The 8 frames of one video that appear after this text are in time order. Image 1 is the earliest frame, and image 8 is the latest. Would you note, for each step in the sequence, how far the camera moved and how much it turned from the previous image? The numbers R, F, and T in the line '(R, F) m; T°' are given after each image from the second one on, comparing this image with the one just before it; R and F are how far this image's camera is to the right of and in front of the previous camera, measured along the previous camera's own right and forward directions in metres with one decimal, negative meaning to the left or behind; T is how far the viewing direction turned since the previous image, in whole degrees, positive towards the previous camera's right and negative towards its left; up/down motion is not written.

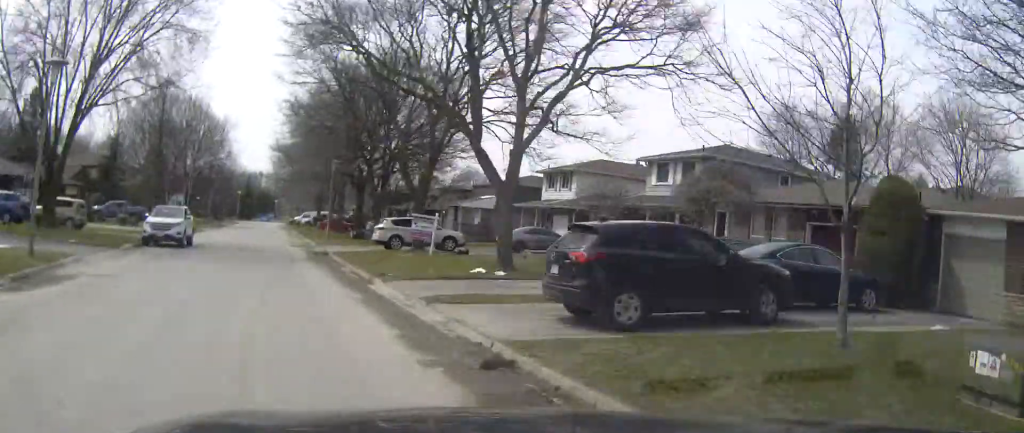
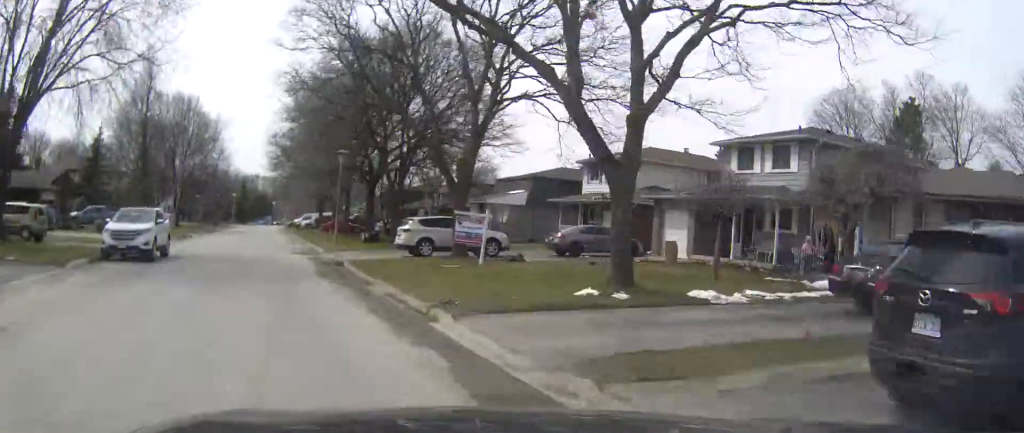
(0.0, +7.4) m; 0°
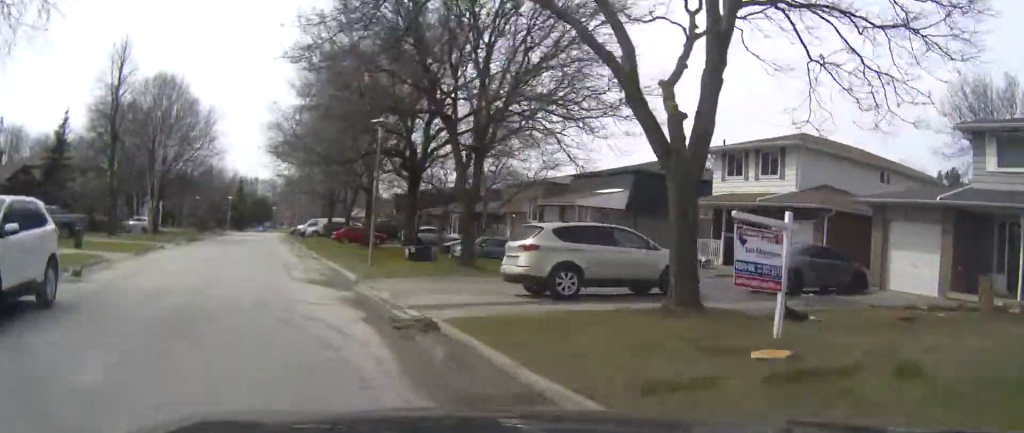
(+0.2, +14.2) m; 0°
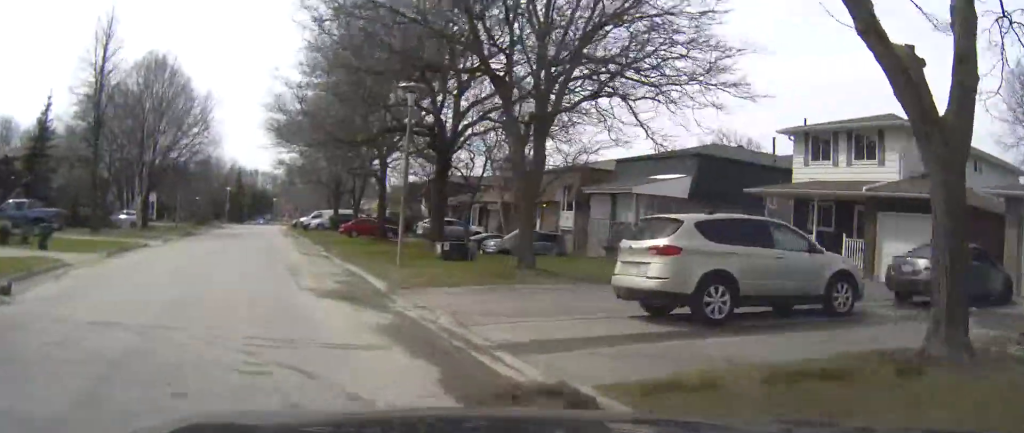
(0.0, +5.7) m; -1°
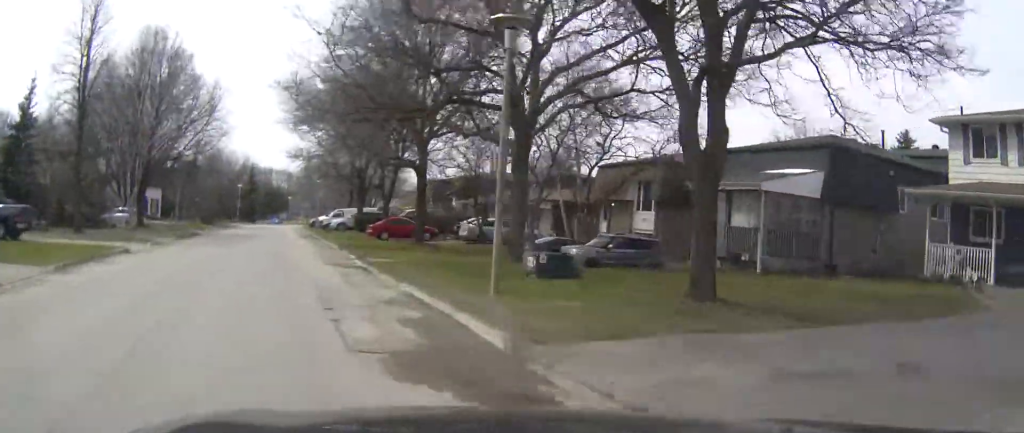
(-0.1, +7.6) m; -1°
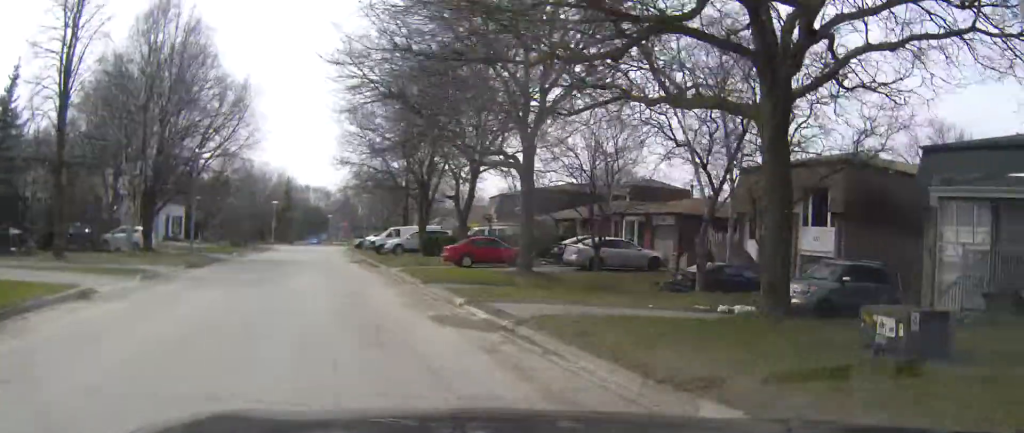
(-0.1, +10.3) m; -1°
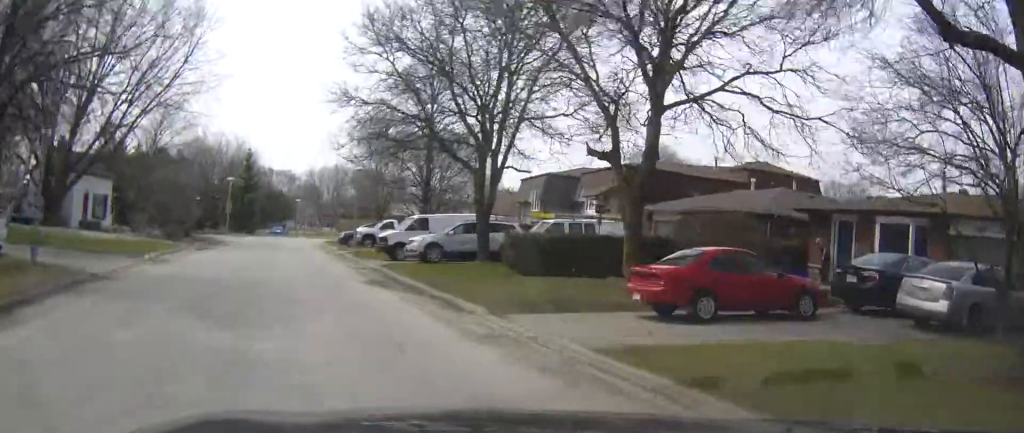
(+0.1, +21.9) m; +1°
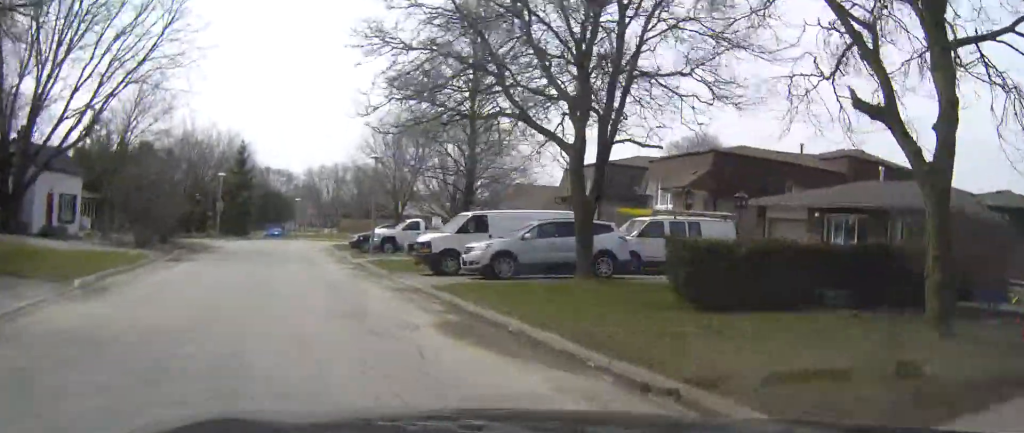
(+0.1, +9.3) m; +1°
